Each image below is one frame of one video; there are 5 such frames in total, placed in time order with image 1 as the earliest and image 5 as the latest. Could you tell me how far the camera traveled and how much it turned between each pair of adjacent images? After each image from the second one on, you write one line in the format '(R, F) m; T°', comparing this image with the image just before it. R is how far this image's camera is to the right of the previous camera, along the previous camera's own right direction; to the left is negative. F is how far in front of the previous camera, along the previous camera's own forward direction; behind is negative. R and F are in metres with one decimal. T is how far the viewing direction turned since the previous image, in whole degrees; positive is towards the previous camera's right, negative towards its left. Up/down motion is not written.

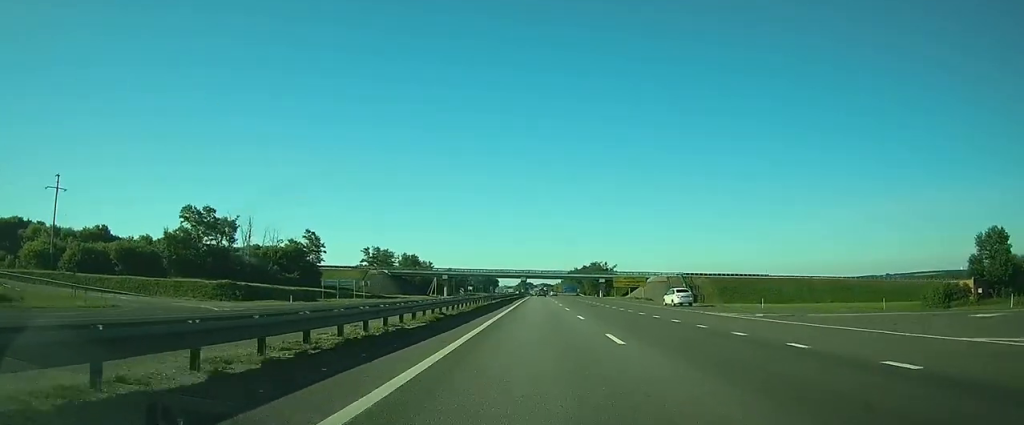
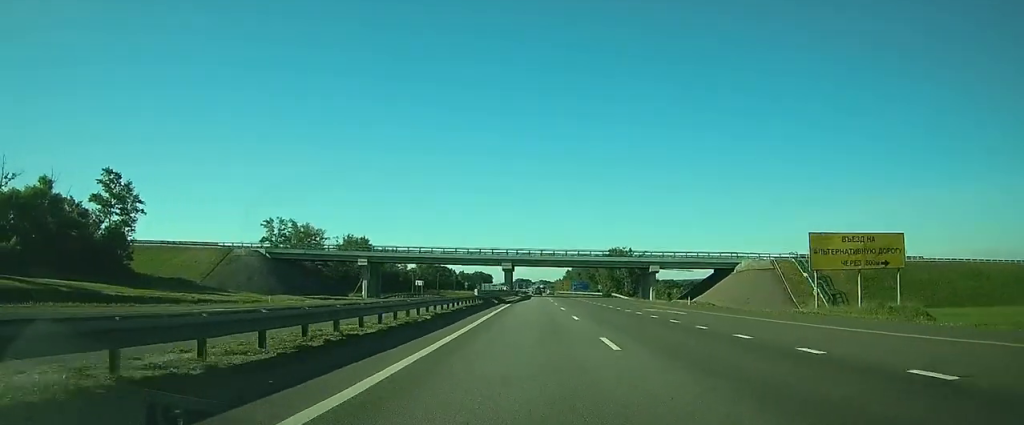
(+0.2, +84.9) m; 0°
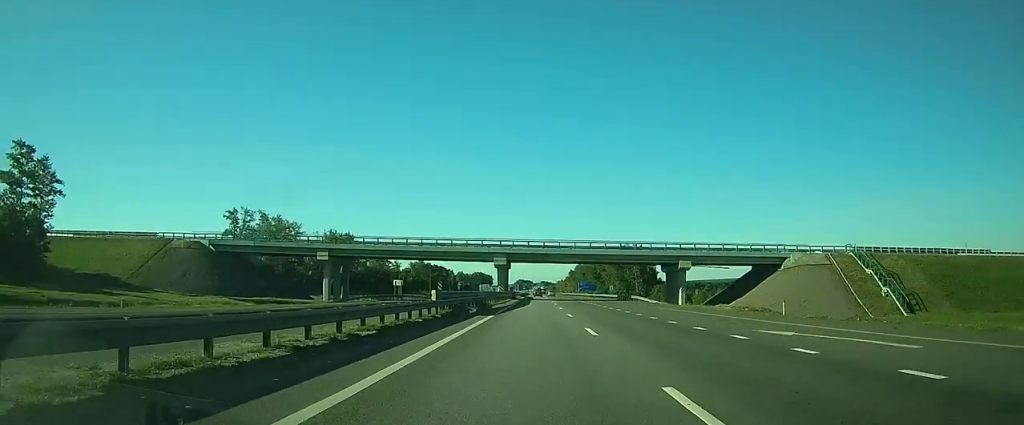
(-0.1, +19.8) m; 0°
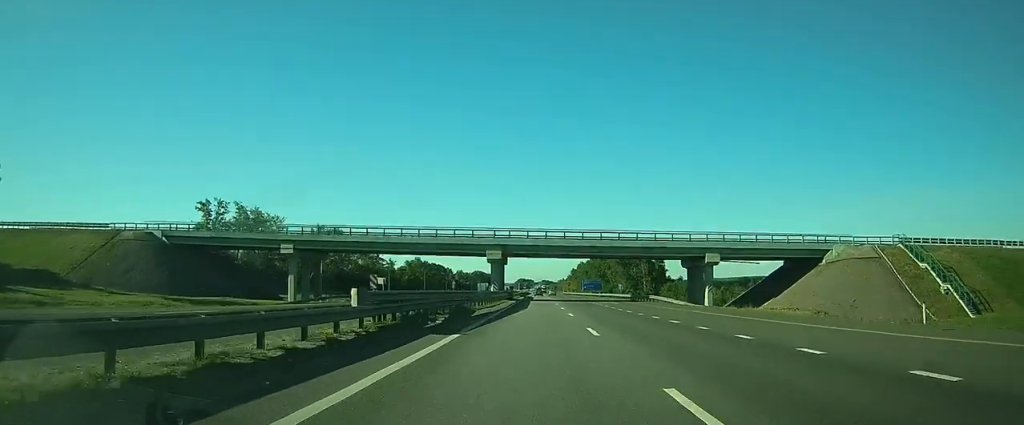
(0.0, +12.3) m; 0°
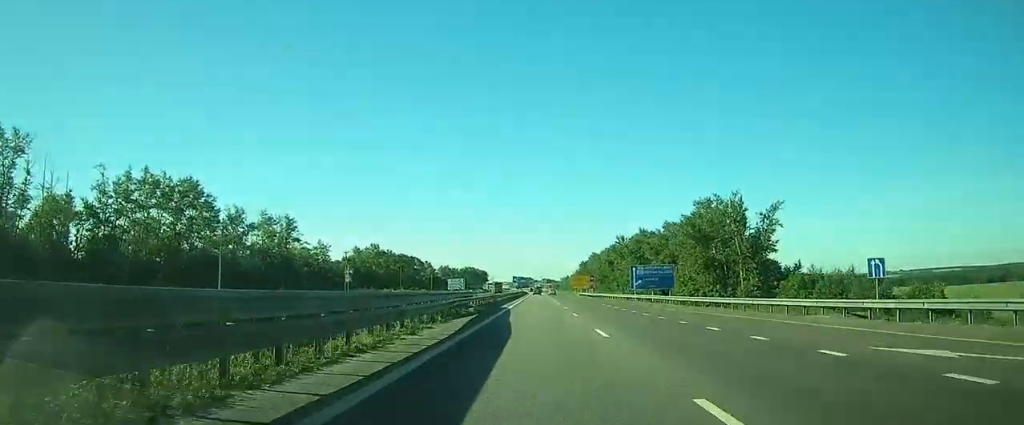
(-0.6, +84.9) m; -1°
